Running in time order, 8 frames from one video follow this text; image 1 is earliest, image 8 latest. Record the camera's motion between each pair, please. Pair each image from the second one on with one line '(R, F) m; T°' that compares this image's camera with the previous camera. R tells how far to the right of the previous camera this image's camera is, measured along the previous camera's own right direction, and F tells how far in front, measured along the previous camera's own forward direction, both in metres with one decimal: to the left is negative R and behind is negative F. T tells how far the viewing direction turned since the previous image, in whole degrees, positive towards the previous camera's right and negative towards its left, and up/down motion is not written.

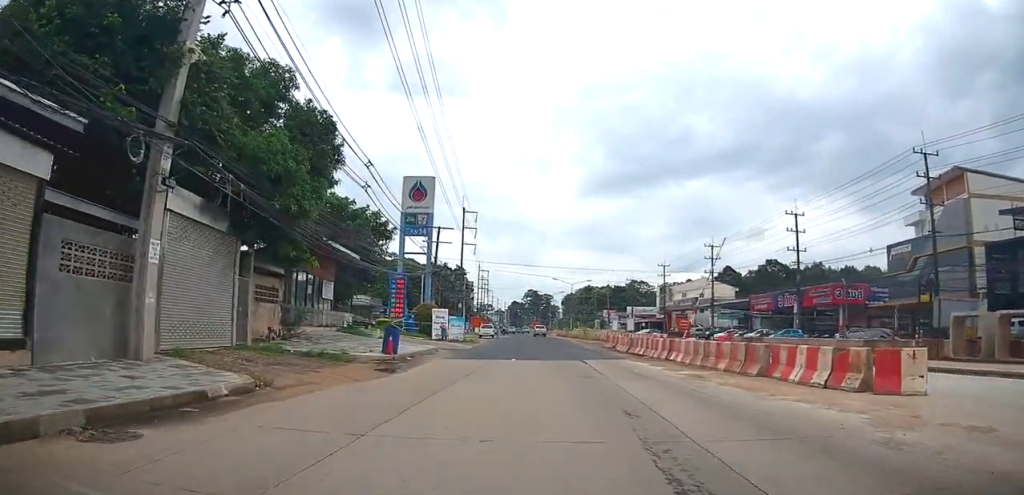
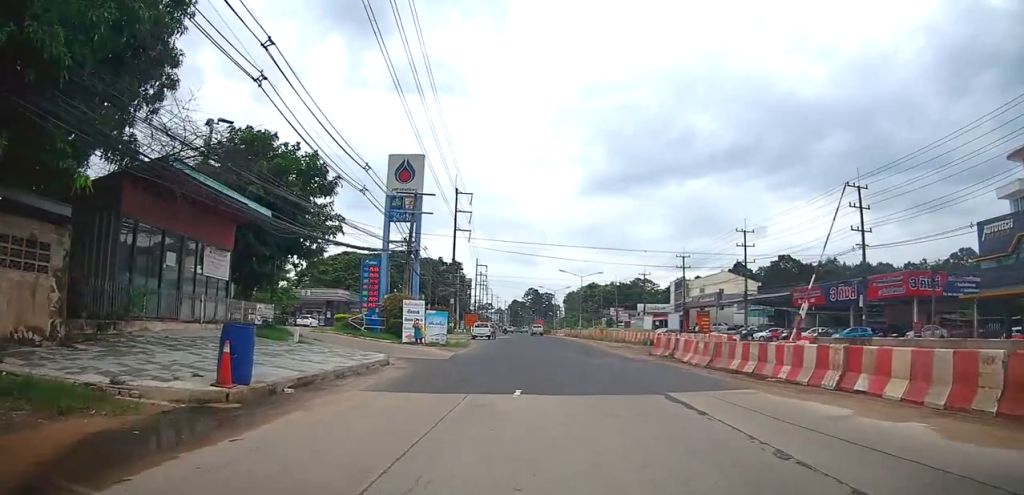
(+0.5, +12.5) m; 0°
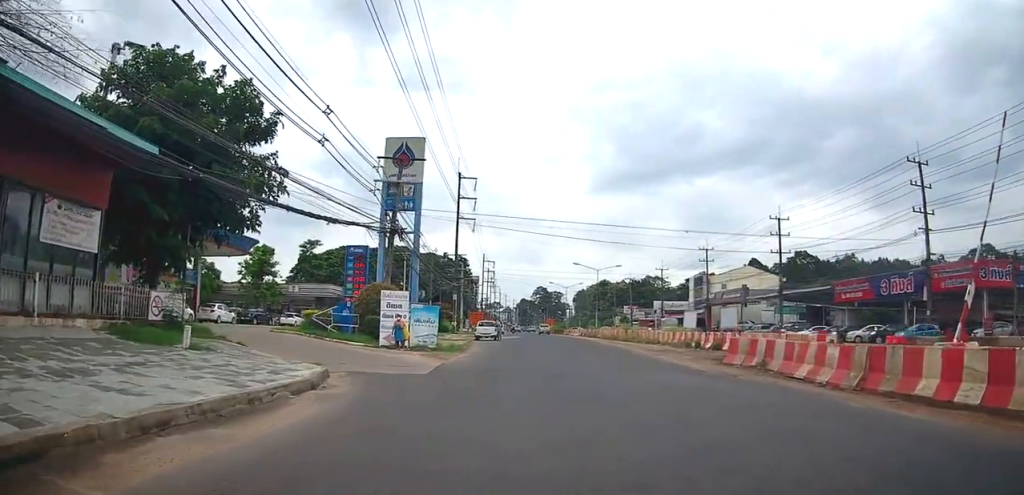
(-0.5, +8.0) m; -2°
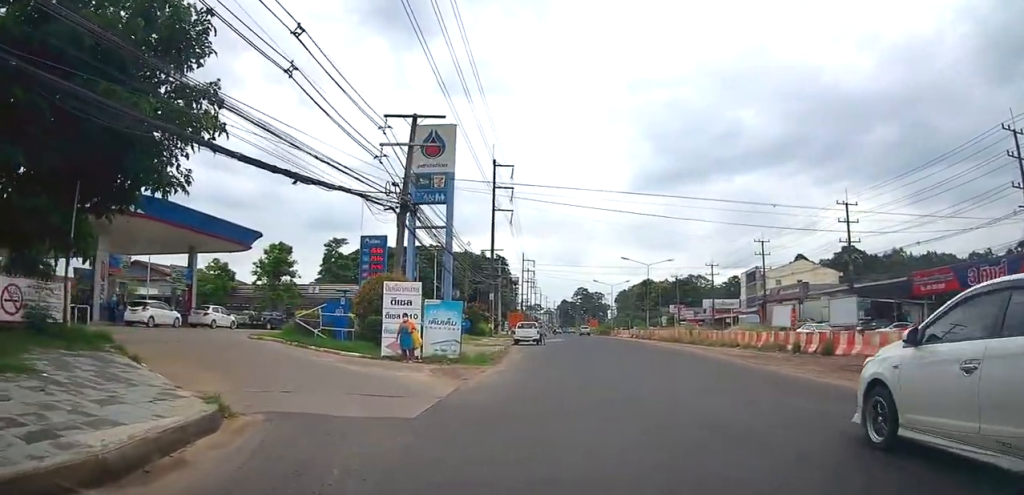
(0.0, +7.1) m; -6°
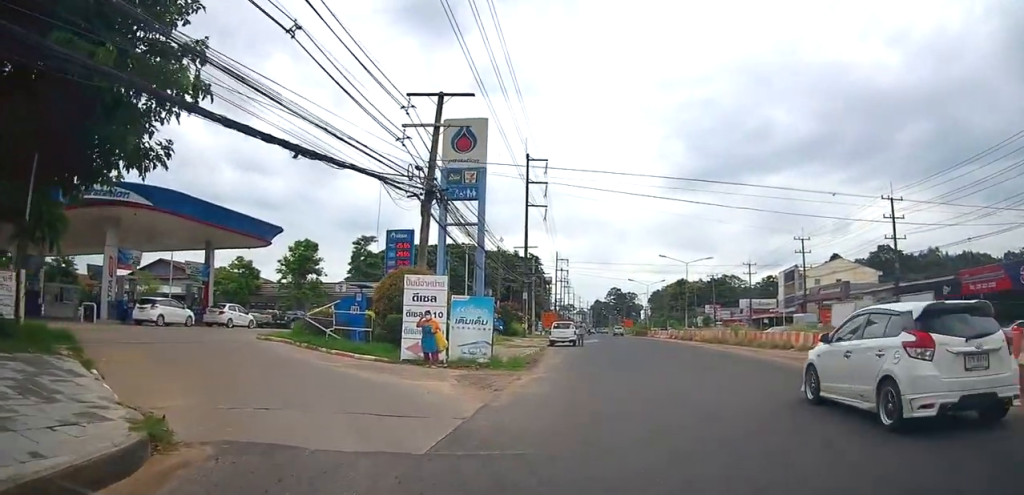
(-0.3, +2.4) m; -4°
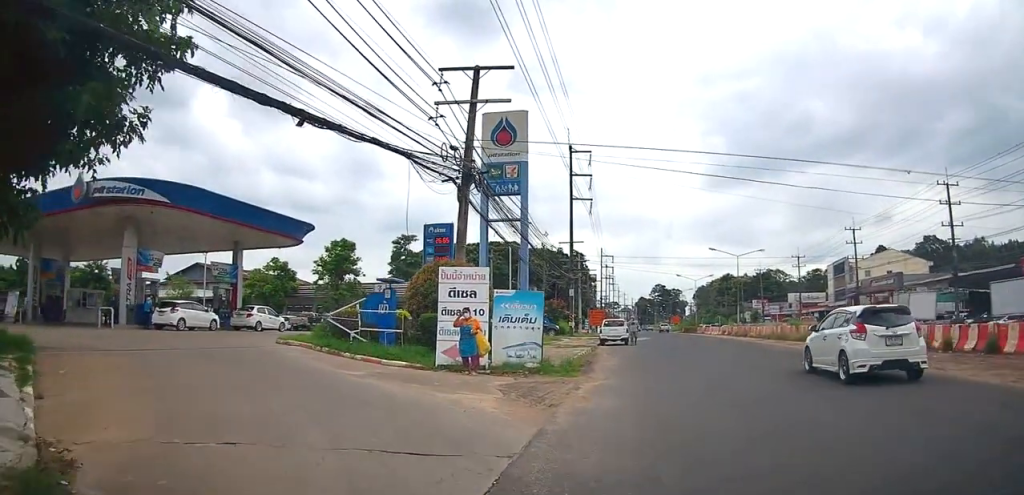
(-0.1, +2.5) m; -3°
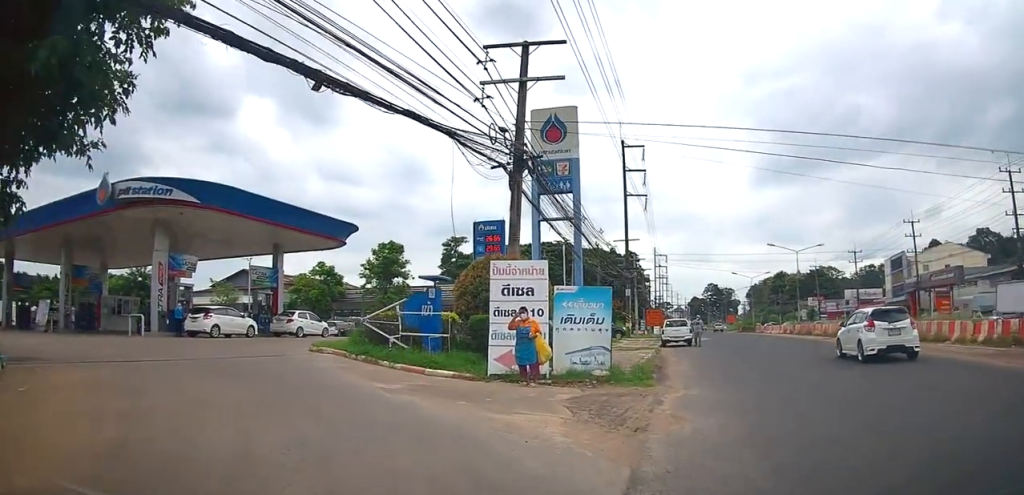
(0.0, +2.1) m; -1°
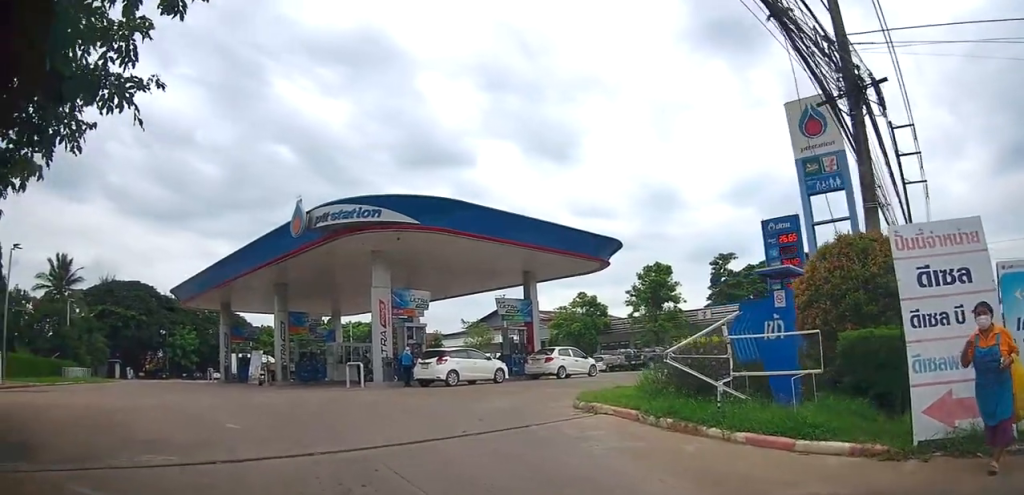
(-0.8, +6.0) m; -27°
